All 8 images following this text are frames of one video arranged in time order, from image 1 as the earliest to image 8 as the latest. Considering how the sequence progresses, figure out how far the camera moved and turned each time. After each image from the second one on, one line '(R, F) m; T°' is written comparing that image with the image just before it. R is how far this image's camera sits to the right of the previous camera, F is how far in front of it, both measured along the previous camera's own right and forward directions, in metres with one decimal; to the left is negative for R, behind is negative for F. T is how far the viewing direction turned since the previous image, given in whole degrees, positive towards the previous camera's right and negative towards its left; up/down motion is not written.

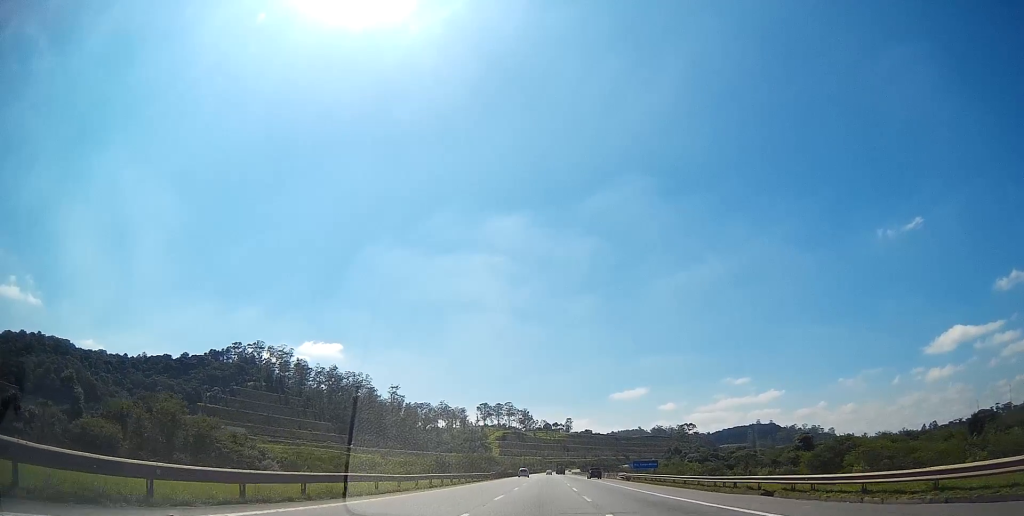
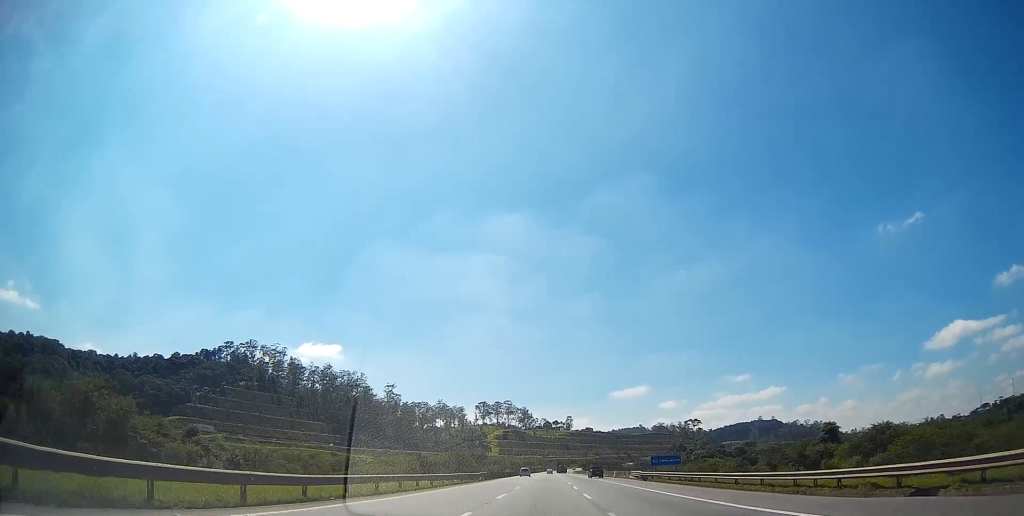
(+0.1, +12.5) m; 0°
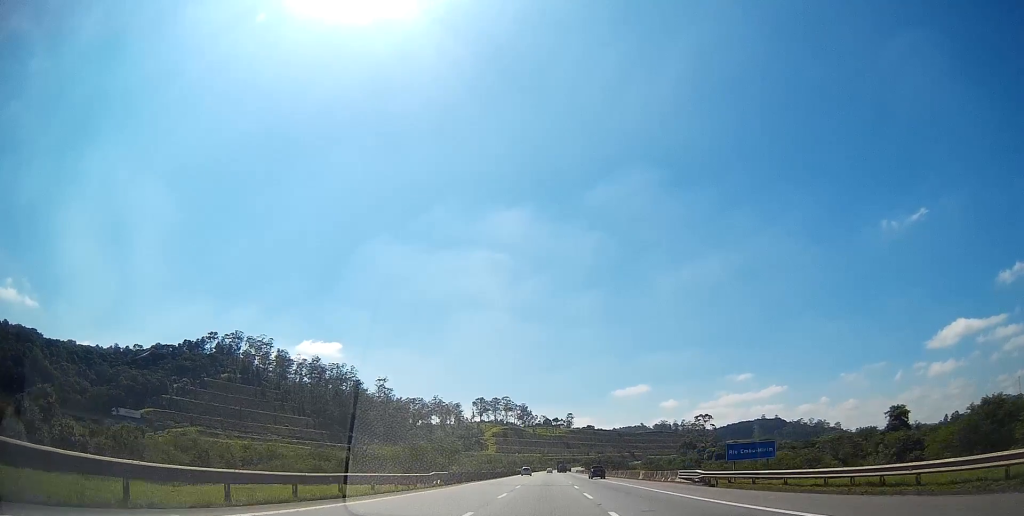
(-0.1, +27.3) m; 0°
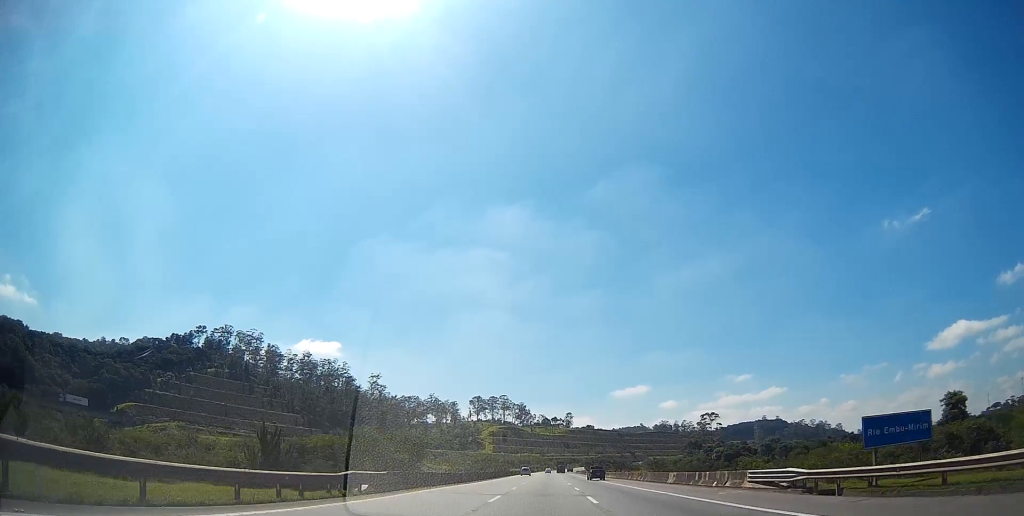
(0.0, +14.3) m; 0°
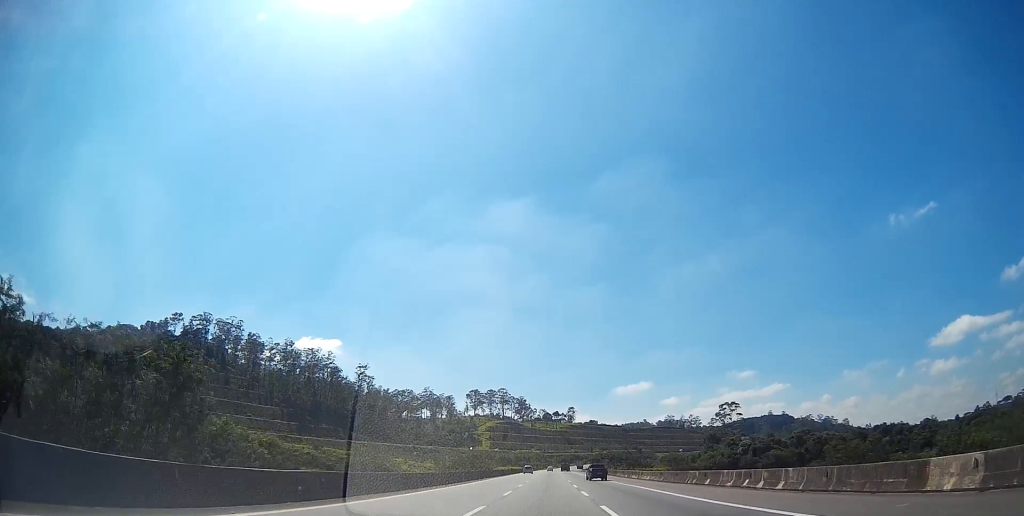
(0.0, +29.9) m; 0°
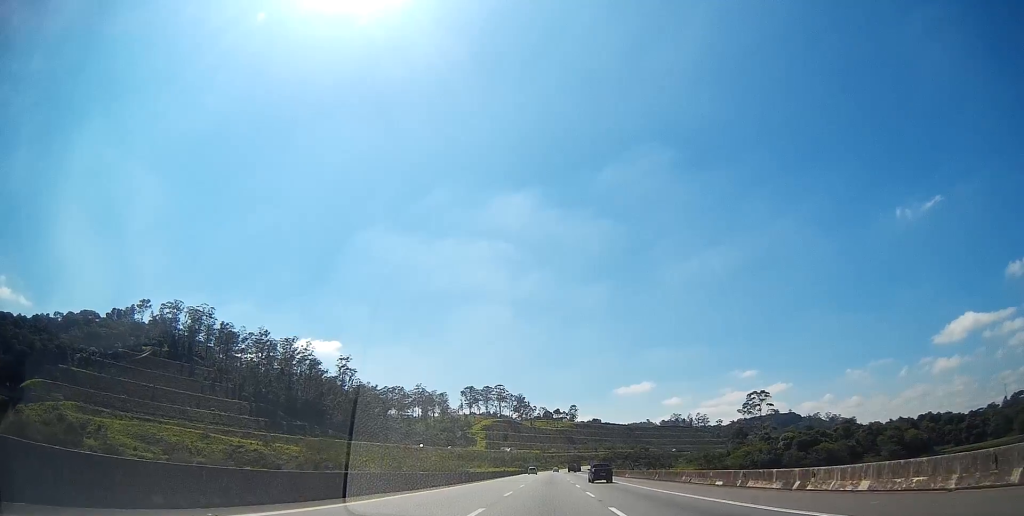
(-0.1, +36.8) m; 0°
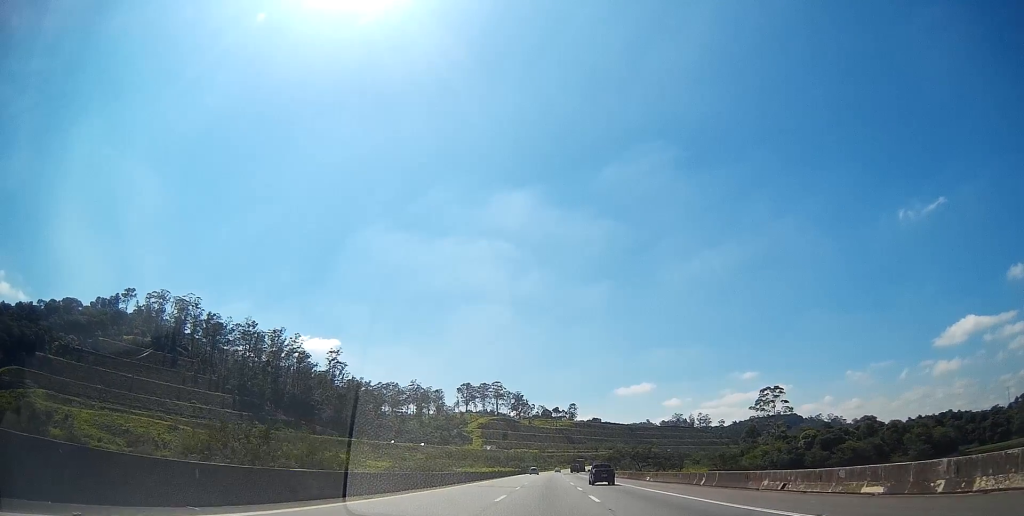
(+0.1, +15.8) m; 0°
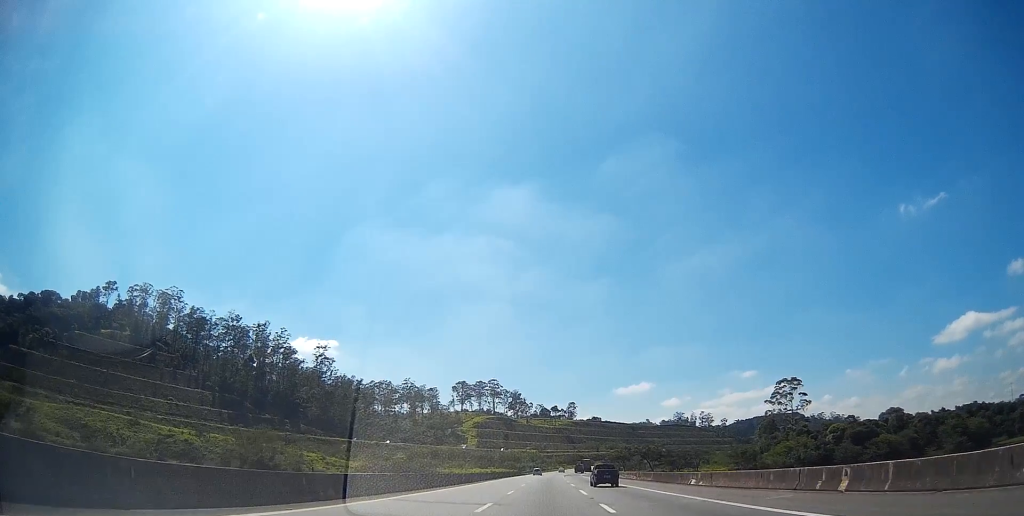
(0.0, +17.8) m; 0°
